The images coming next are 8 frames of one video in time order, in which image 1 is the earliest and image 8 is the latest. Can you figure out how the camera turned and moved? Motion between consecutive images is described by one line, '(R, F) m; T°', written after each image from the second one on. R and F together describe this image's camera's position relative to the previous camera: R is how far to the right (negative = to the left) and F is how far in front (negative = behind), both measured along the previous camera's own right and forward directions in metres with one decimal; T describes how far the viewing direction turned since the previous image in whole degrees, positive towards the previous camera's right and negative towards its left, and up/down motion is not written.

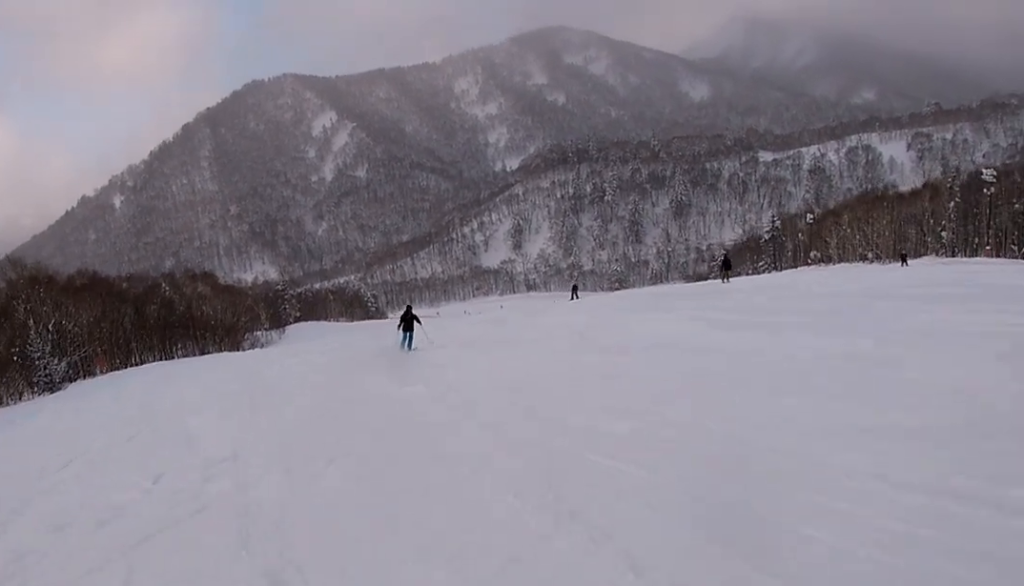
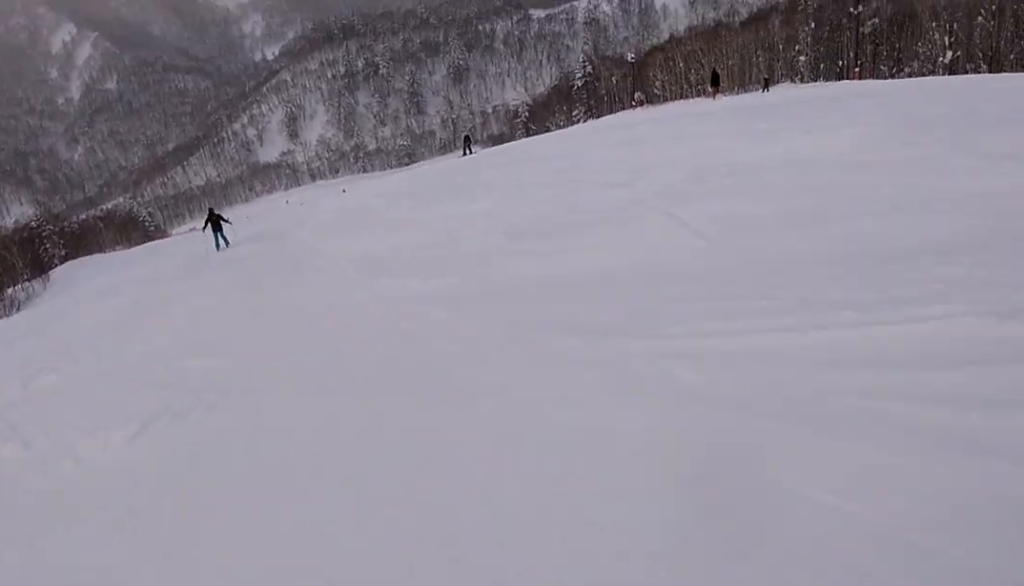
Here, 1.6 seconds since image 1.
(+0.7, +15.5) m; +16°
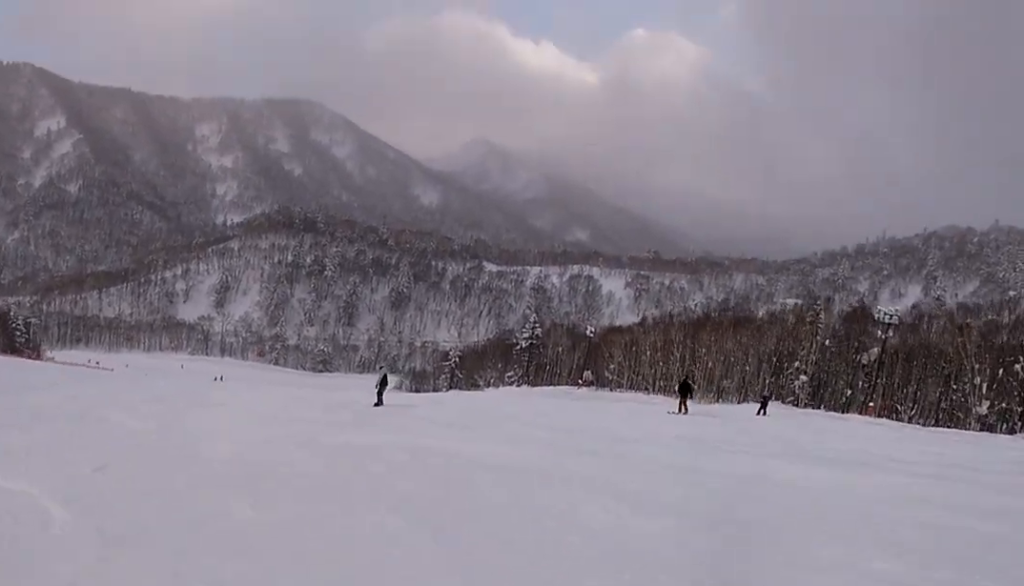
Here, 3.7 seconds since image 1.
(+5.5, +18.9) m; +28°
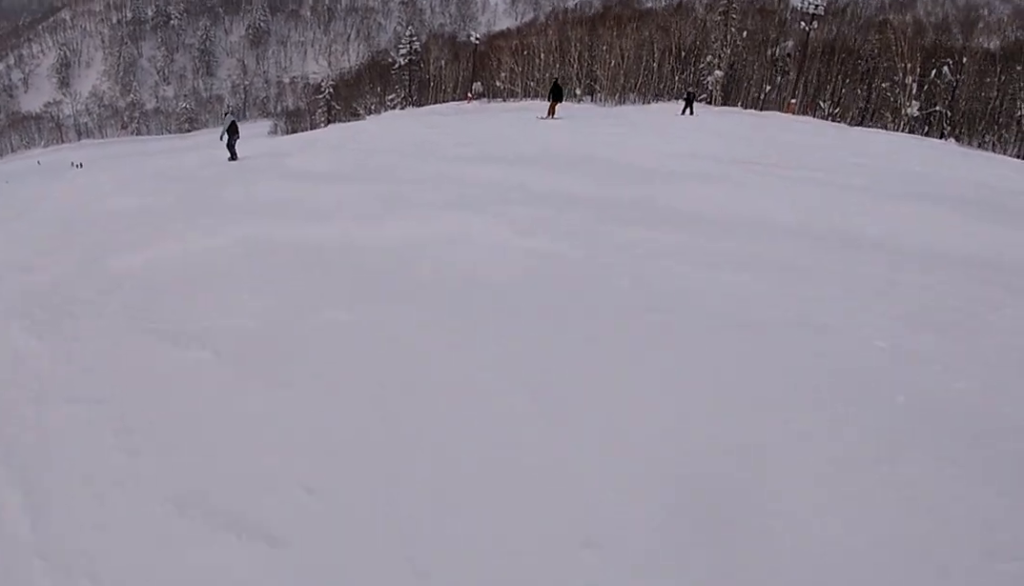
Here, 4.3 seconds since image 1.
(+0.5, +5.9) m; +4°
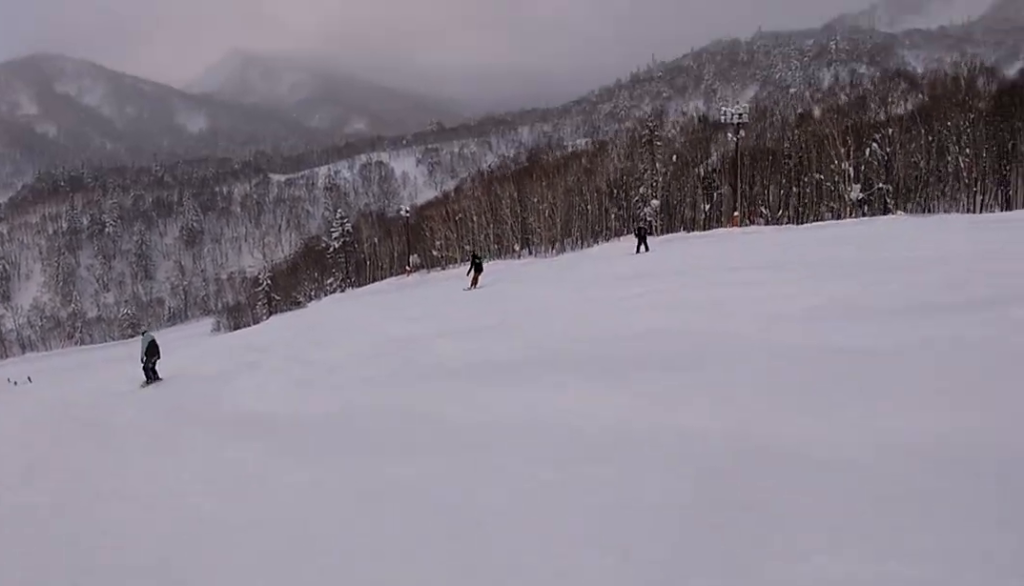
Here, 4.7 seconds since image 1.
(+0.1, +4.3) m; +1°
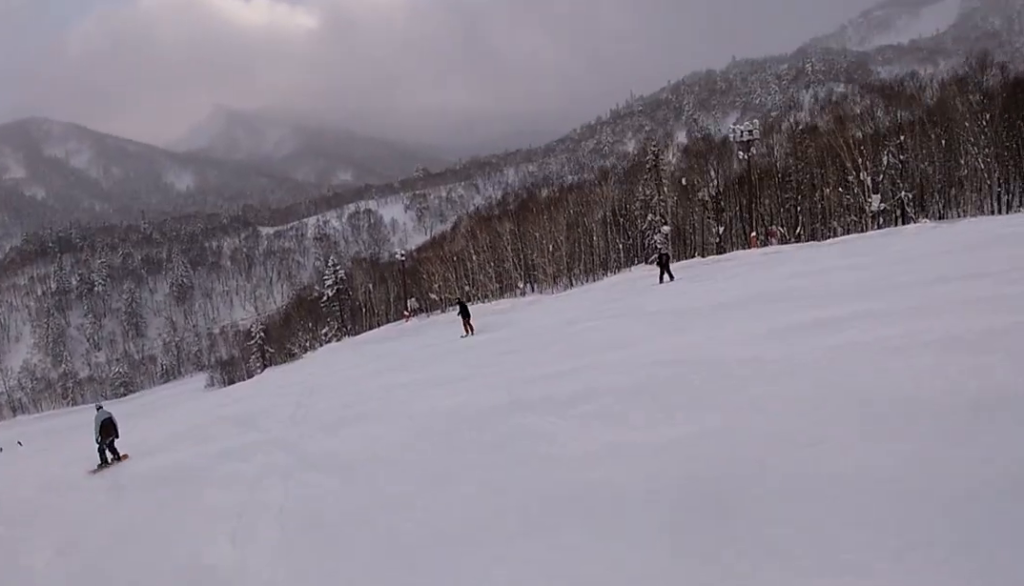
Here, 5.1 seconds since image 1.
(0.0, +4.3) m; 0°
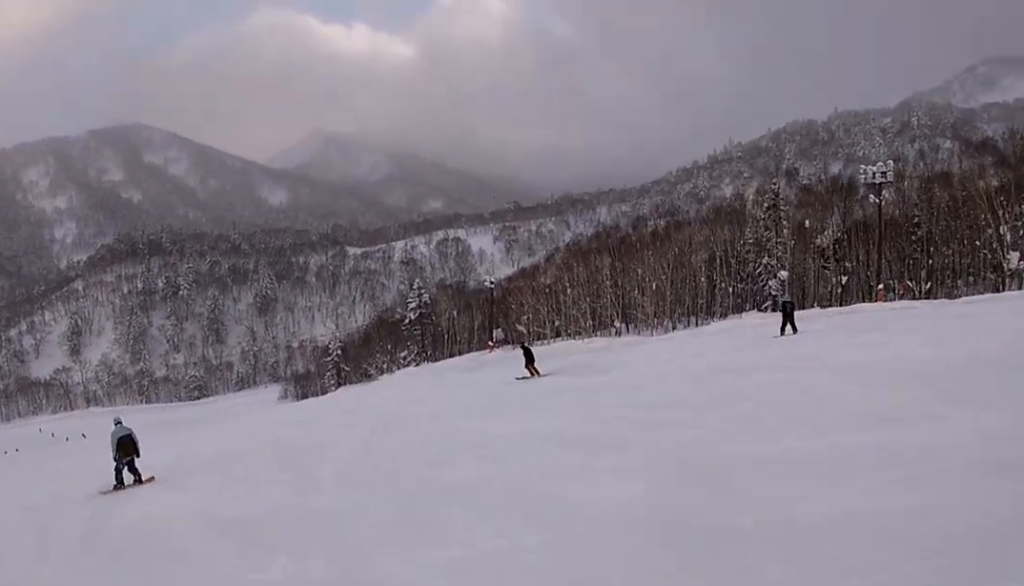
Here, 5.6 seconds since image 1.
(0.0, +4.4) m; 0°
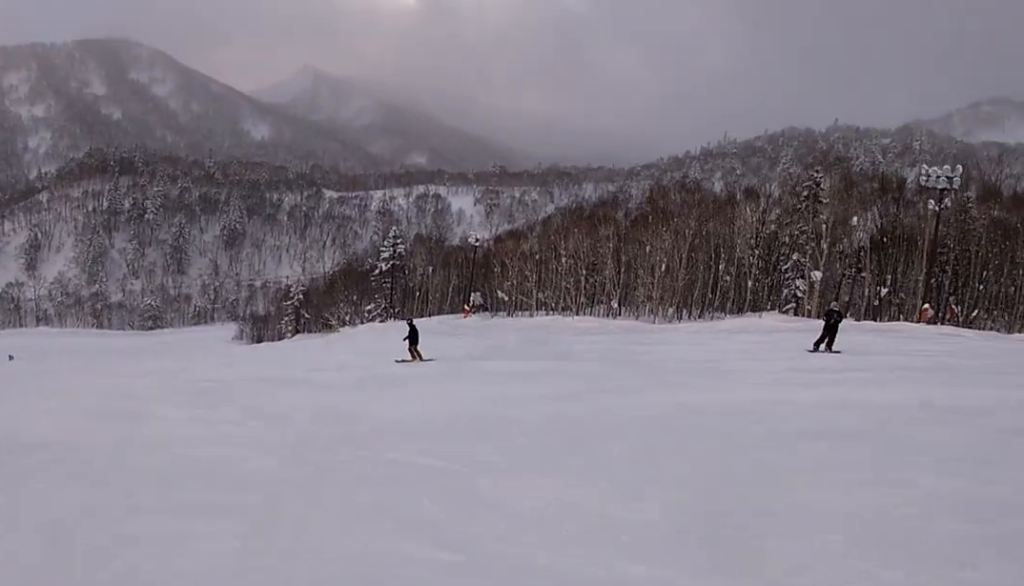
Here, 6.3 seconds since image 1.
(0.0, +7.9) m; 0°
